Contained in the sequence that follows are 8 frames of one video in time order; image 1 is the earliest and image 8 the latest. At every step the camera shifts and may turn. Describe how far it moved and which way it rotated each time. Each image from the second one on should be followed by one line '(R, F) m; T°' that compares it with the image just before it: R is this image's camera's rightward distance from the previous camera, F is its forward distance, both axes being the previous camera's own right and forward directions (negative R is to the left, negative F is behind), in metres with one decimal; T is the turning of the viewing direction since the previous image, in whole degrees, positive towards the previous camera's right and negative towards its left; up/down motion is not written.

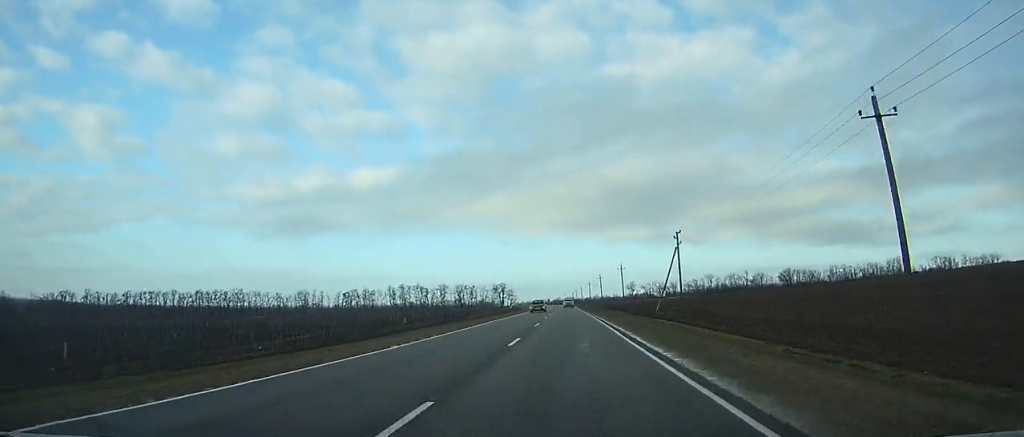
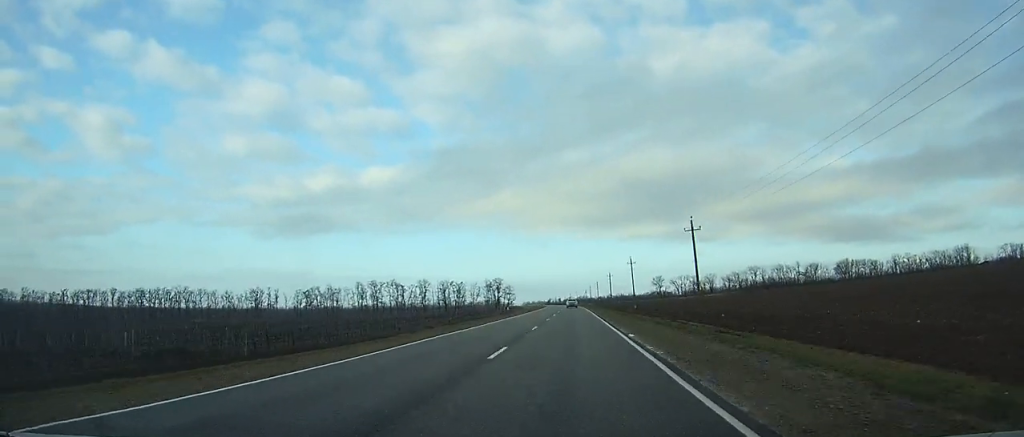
(-0.5, +63.0) m; -1°
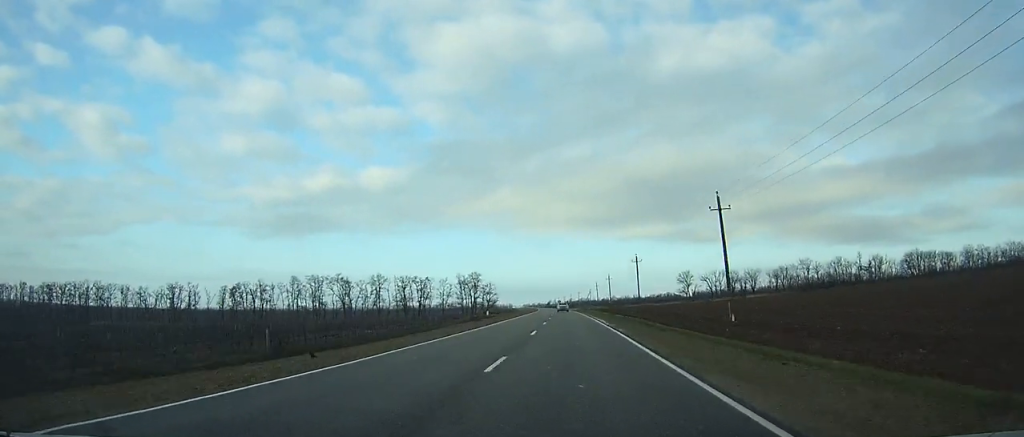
(-0.5, +63.0) m; -1°
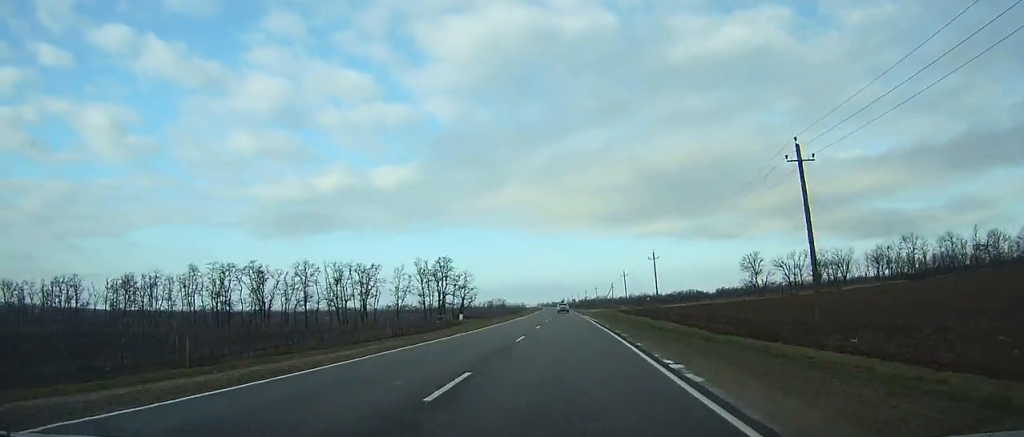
(-0.3, +63.2) m; -1°
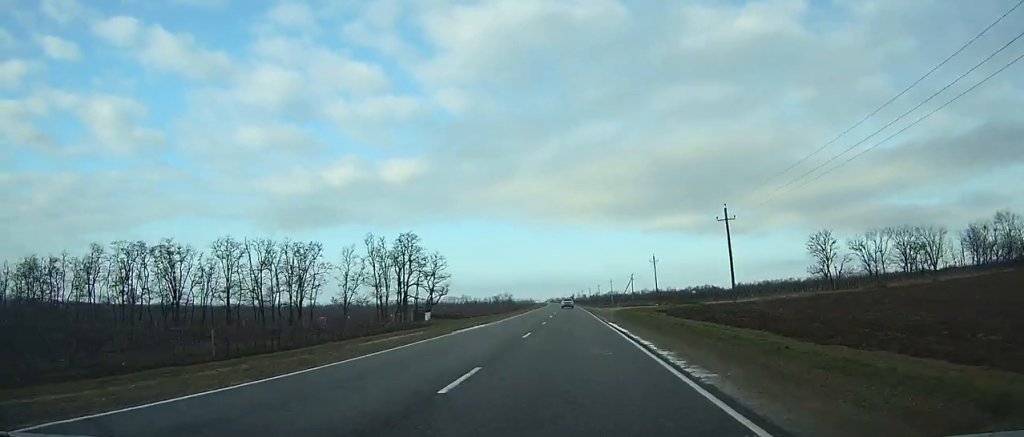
(-0.5, +35.7) m; -1°
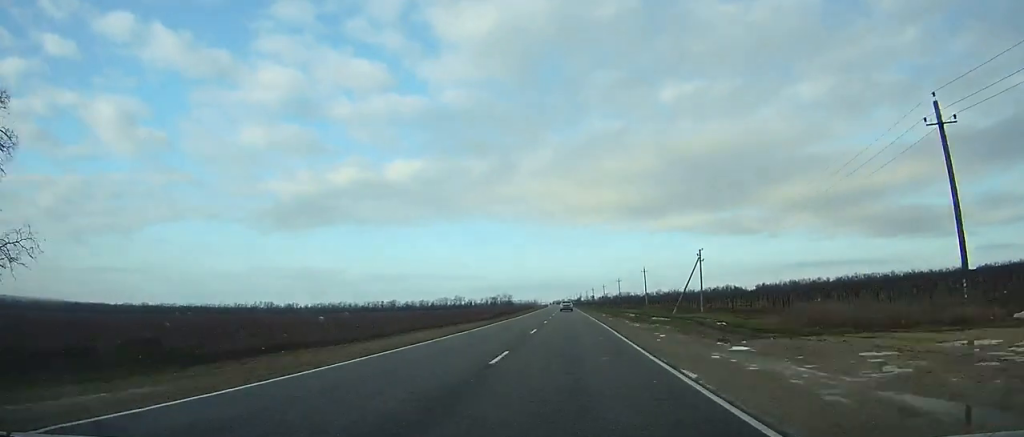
(-0.9, +79.6) m; -1°
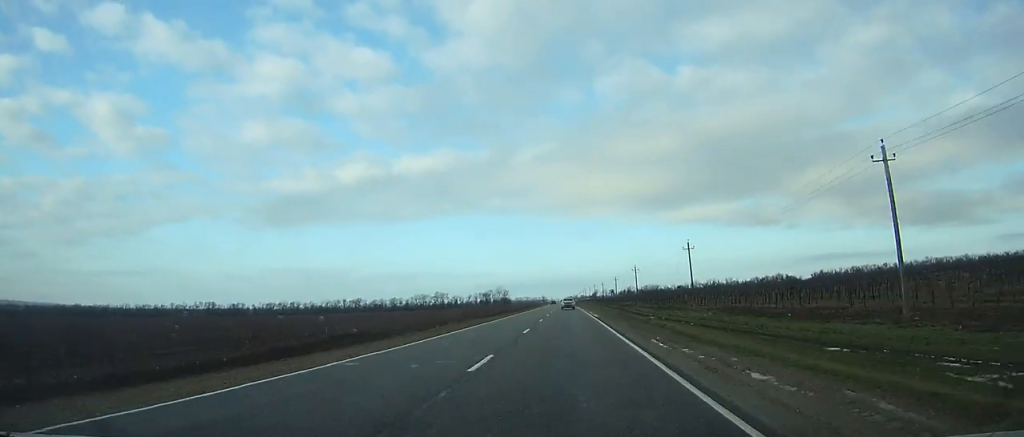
(-2.0, +145.1) m; -1°
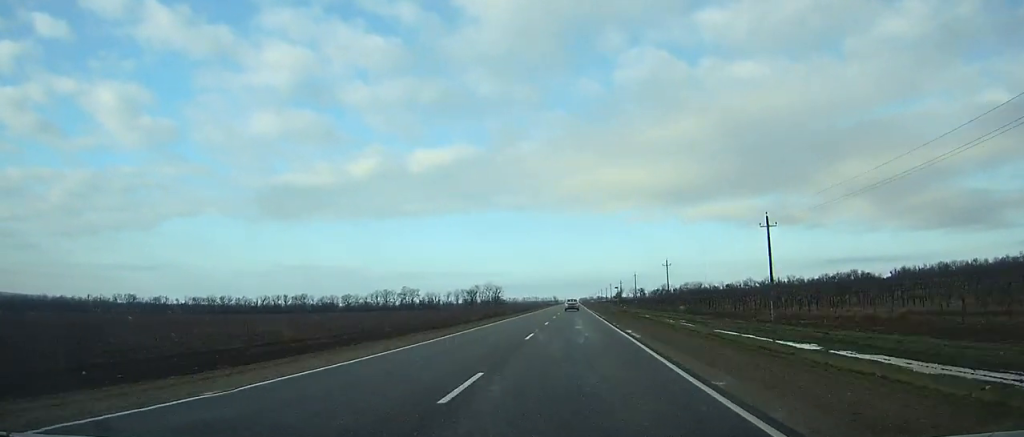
(-1.2, +136.1) m; -1°
